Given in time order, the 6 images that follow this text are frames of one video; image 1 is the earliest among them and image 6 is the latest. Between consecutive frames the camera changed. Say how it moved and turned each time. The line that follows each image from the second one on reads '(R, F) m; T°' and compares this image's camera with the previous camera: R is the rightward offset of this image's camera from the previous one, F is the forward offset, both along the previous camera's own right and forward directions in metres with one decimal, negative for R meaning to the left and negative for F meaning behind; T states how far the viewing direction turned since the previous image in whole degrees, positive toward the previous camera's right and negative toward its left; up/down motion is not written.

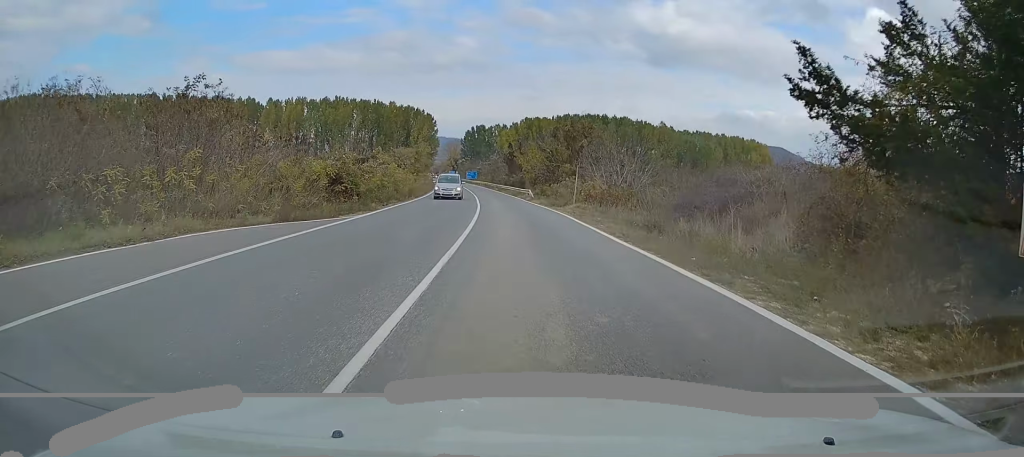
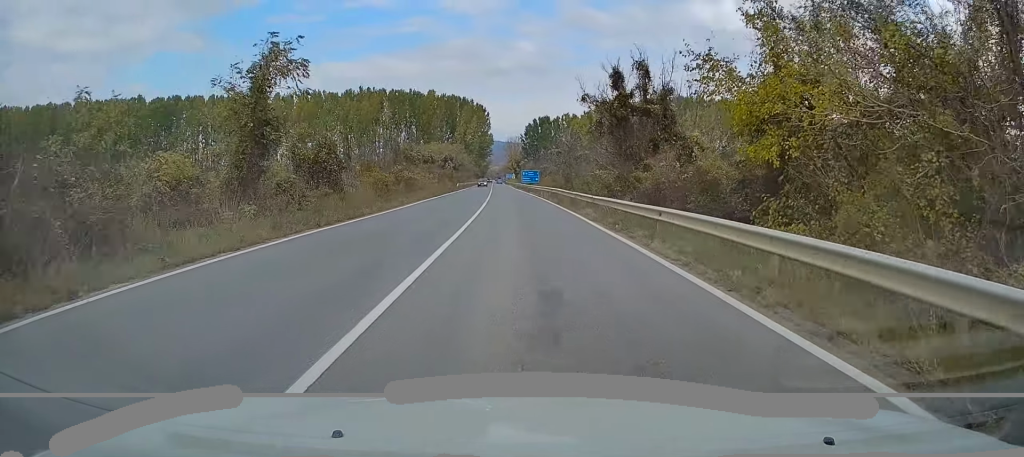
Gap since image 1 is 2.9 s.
(-4.1, +59.0) m; -7°
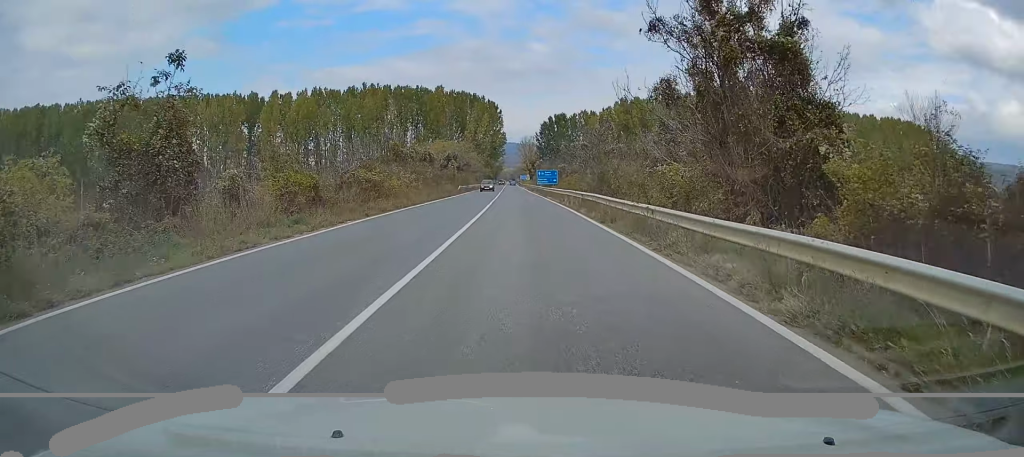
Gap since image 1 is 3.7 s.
(0.0, +15.0) m; -1°
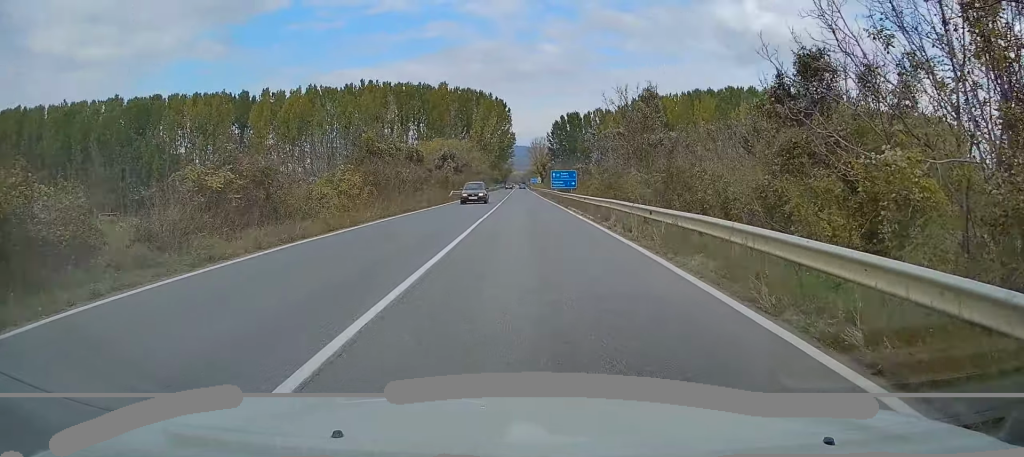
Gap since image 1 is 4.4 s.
(-0.4, +15.8) m; -1°
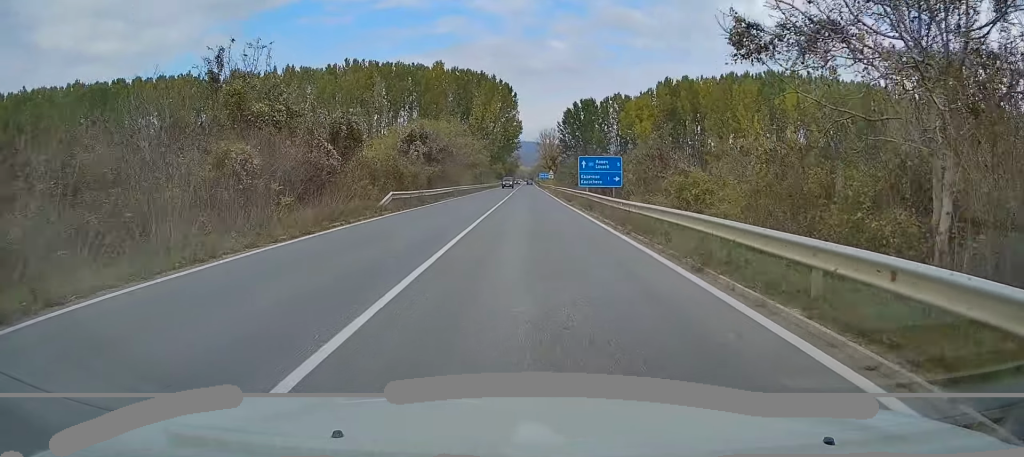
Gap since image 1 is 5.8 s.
(-0.2, +27.1) m; -1°
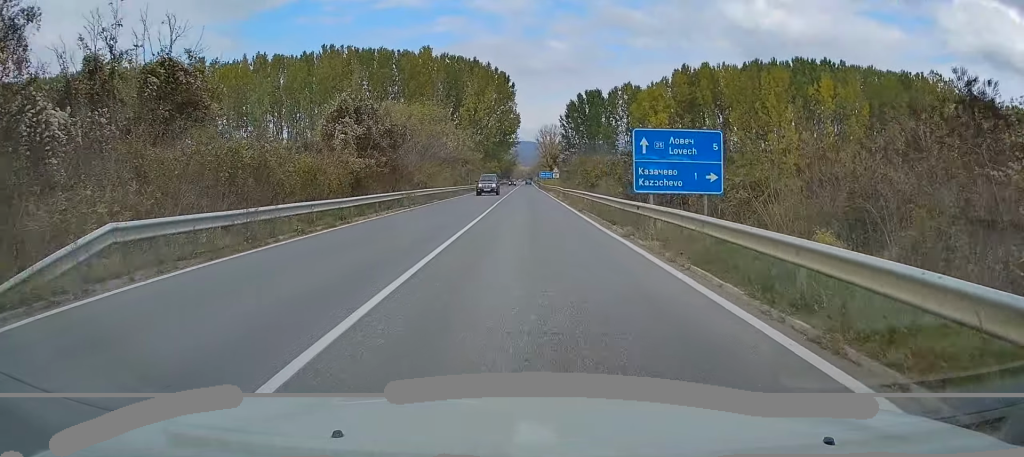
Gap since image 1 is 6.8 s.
(0.0, +19.8) m; 0°
